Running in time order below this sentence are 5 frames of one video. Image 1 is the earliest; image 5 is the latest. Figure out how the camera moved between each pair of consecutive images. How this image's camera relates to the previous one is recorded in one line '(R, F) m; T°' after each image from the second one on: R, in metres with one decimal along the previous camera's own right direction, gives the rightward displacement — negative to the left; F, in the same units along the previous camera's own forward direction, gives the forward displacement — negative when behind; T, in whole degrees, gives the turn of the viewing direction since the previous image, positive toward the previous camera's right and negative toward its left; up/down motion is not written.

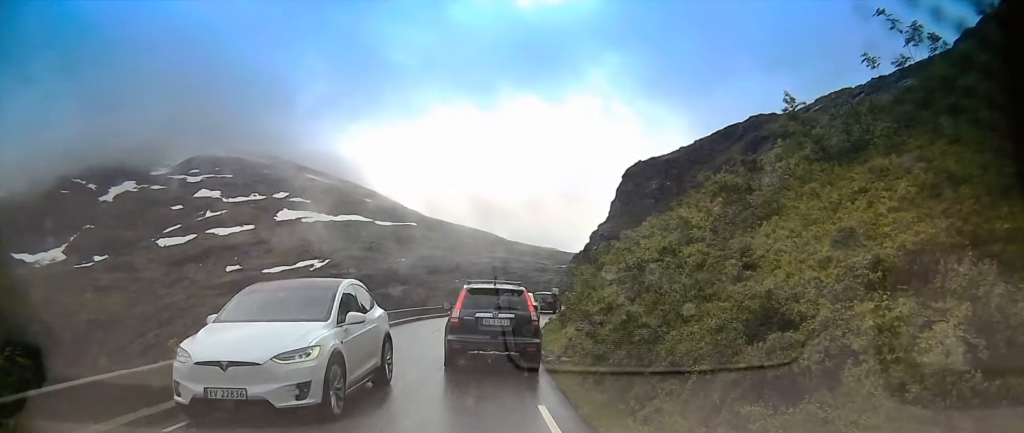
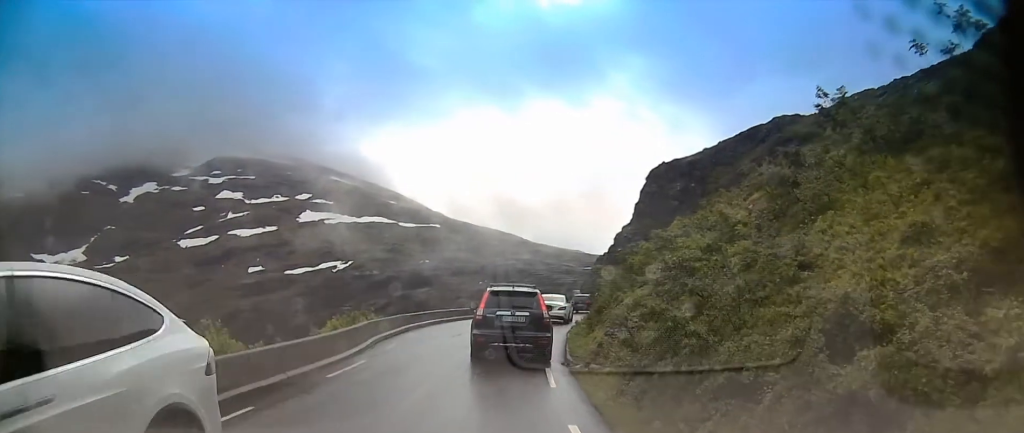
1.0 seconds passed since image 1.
(0.0, +1.5) m; 0°
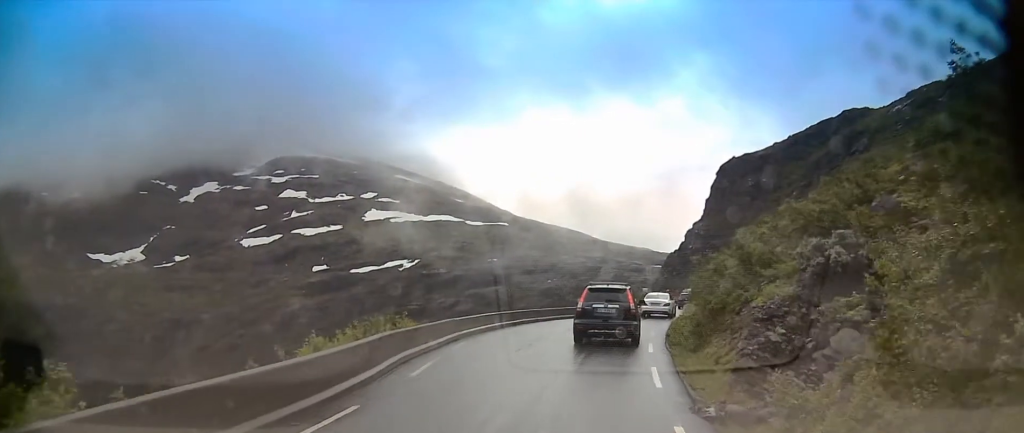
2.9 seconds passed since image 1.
(0.0, +4.7) m; 0°
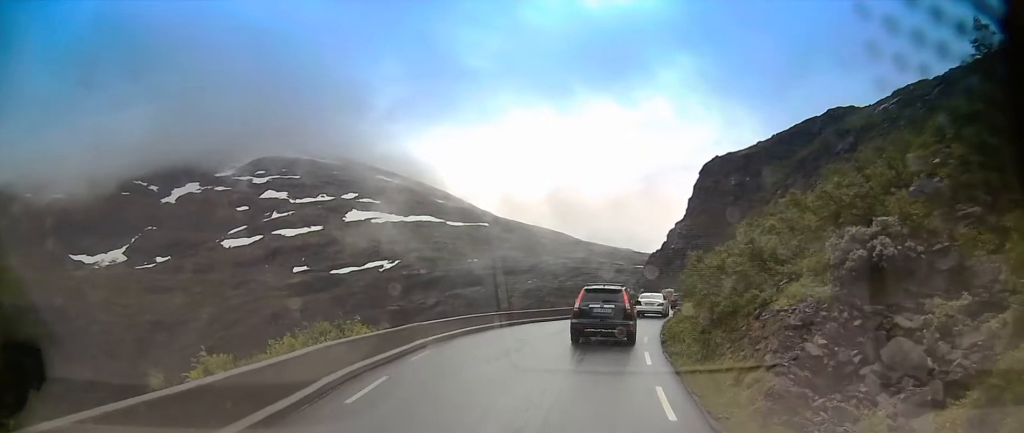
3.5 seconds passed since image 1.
(0.0, +1.9) m; +1°
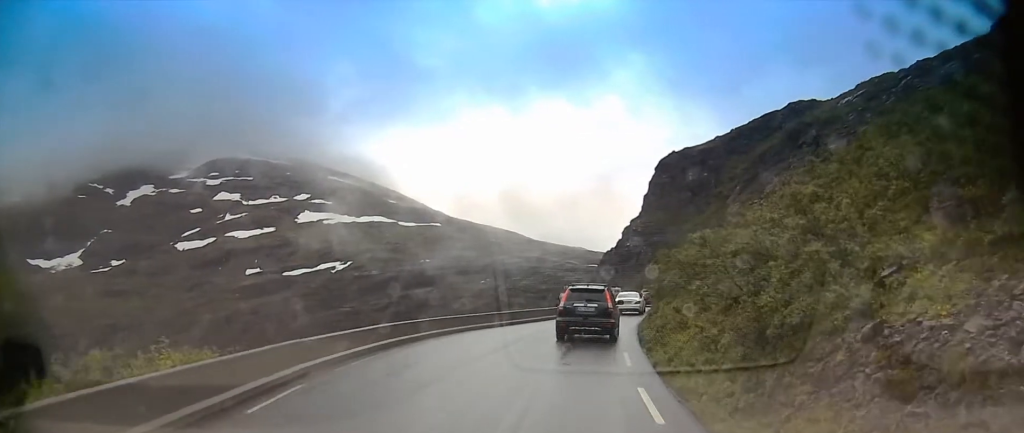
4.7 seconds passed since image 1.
(+0.1, +5.2) m; +4°
